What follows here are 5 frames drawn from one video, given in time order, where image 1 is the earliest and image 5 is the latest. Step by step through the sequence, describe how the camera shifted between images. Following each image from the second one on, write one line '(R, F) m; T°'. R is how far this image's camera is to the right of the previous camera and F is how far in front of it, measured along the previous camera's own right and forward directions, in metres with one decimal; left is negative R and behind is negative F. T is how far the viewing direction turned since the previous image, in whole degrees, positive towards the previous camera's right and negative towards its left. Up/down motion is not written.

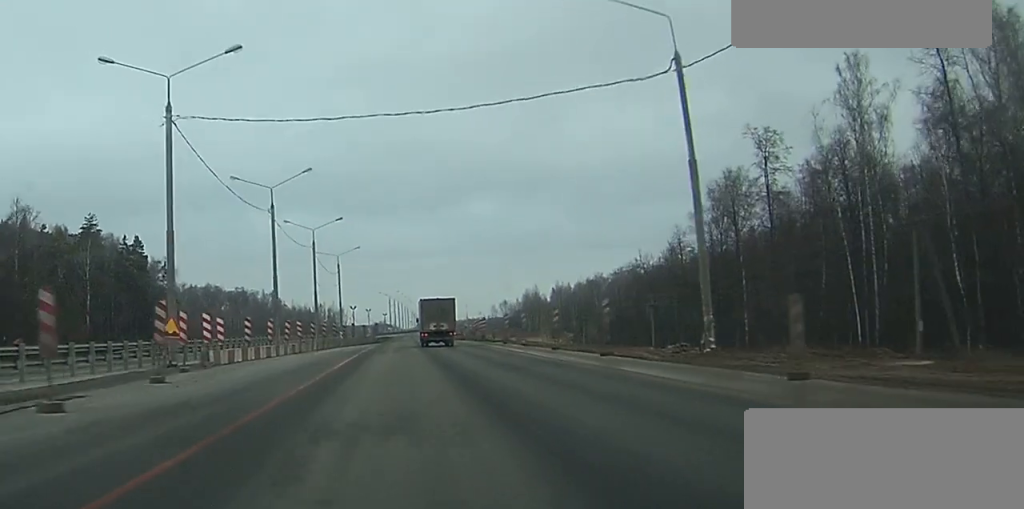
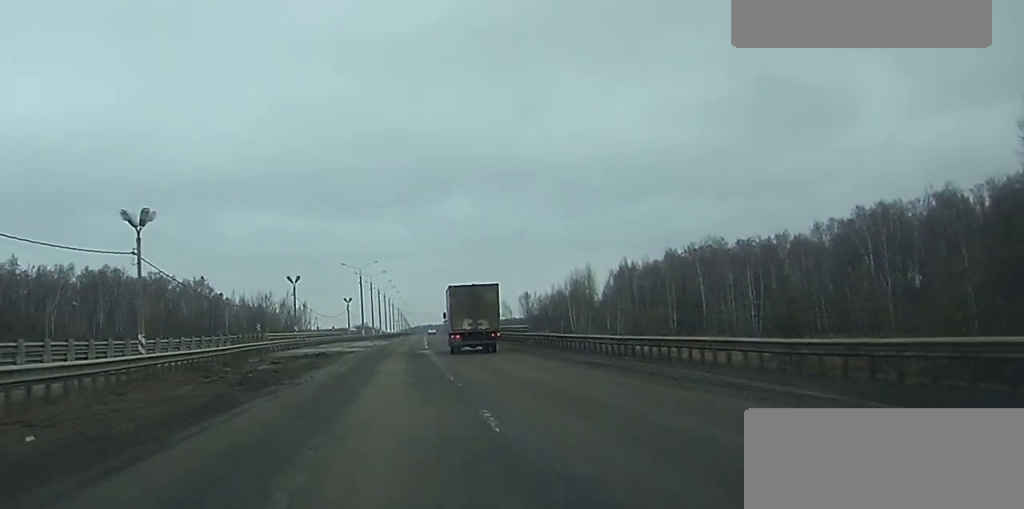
(+1.9, +123.8) m; +1°
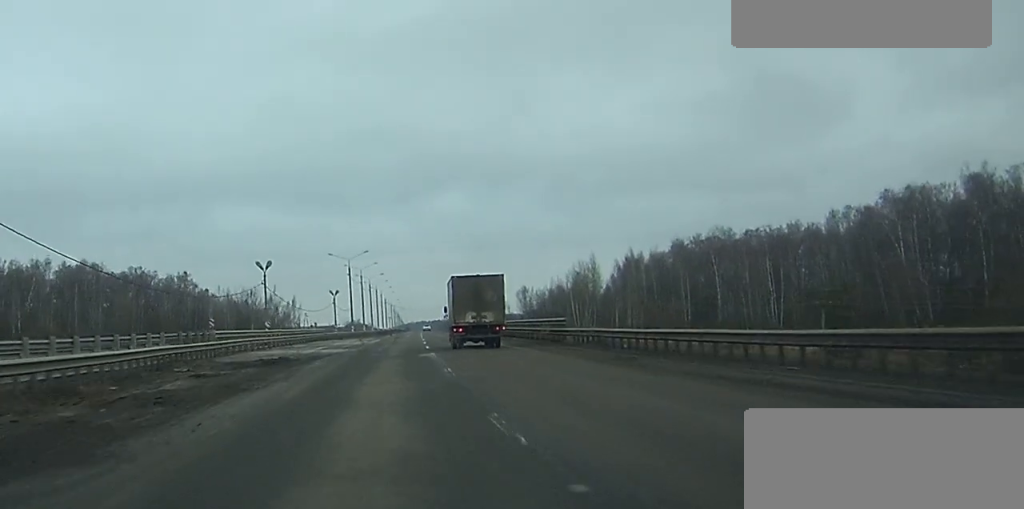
(0.0, +13.6) m; 0°
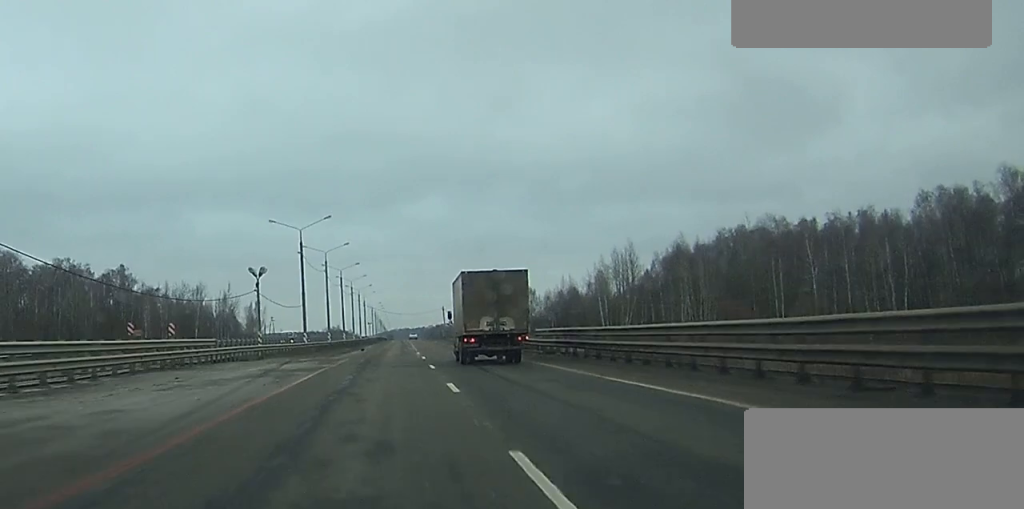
(+0.4, +49.8) m; +1°
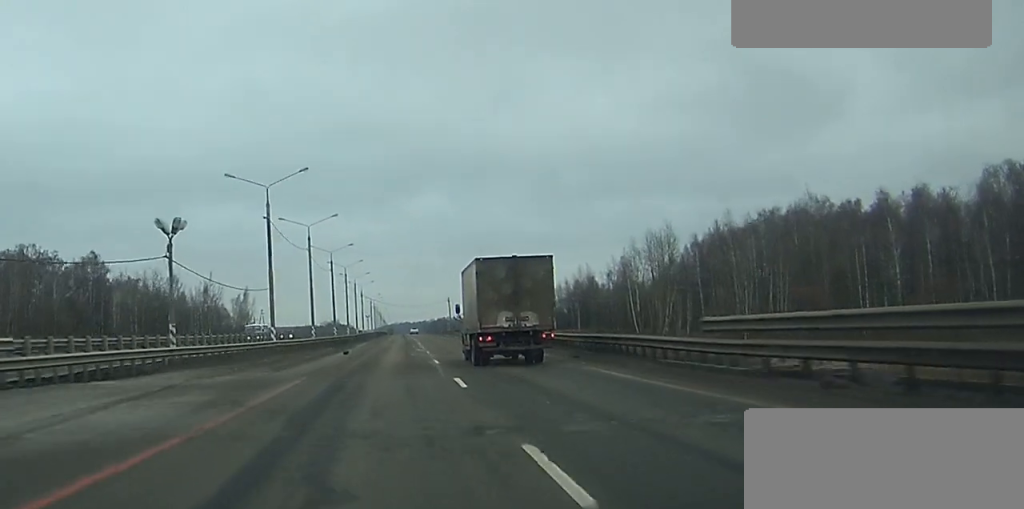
(+0.1, +23.5) m; 0°
